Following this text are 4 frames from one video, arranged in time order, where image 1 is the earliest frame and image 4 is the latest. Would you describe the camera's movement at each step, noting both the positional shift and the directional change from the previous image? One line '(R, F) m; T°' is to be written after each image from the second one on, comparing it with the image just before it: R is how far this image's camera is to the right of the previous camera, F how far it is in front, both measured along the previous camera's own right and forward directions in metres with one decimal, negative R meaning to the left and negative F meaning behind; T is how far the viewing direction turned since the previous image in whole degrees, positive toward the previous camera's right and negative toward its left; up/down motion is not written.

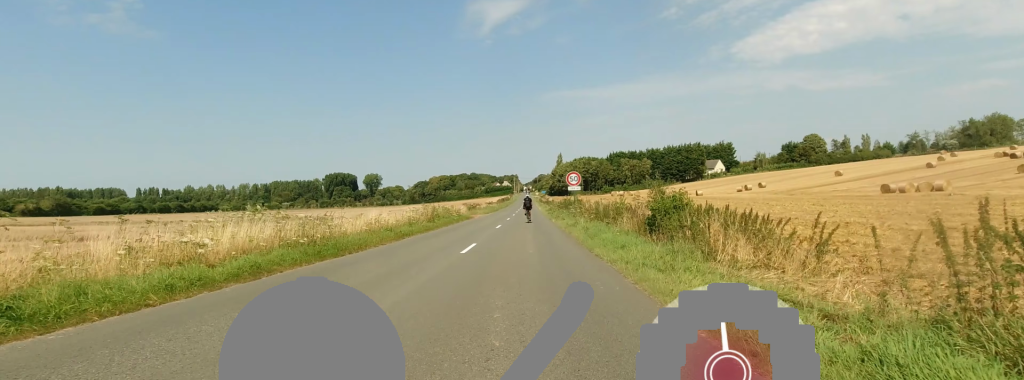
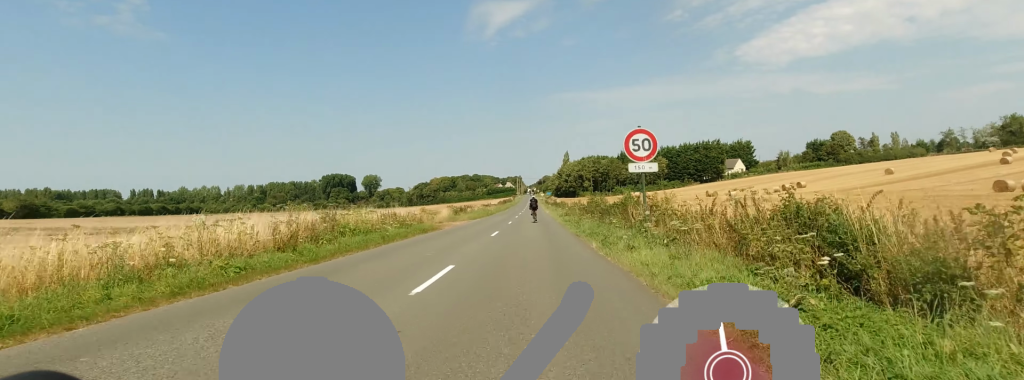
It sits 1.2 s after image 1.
(-0.4, +18.3) m; -2°
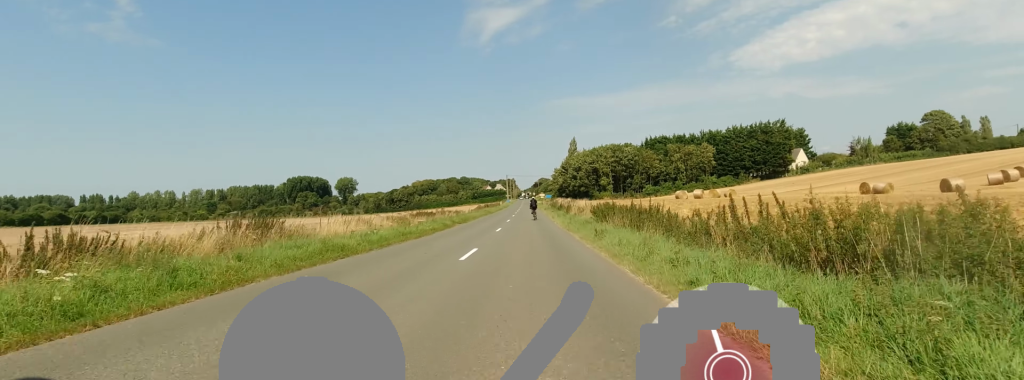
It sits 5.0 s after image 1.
(+0.3, +58.0) m; 0°
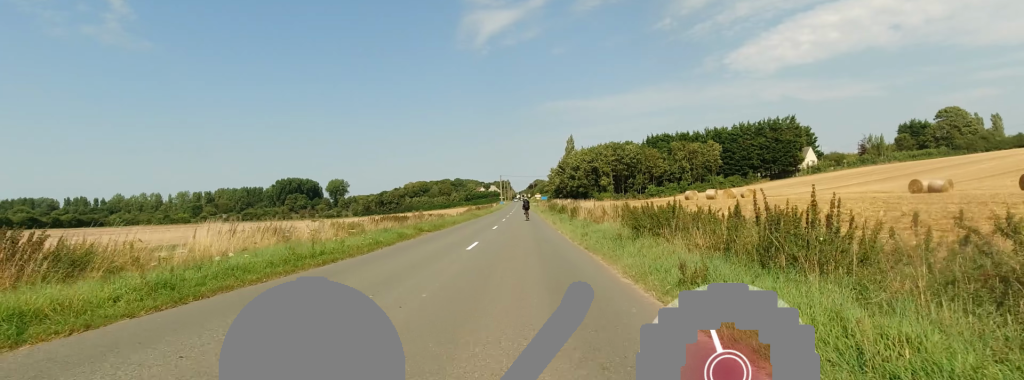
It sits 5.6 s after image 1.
(+0.4, +9.2) m; +2°
